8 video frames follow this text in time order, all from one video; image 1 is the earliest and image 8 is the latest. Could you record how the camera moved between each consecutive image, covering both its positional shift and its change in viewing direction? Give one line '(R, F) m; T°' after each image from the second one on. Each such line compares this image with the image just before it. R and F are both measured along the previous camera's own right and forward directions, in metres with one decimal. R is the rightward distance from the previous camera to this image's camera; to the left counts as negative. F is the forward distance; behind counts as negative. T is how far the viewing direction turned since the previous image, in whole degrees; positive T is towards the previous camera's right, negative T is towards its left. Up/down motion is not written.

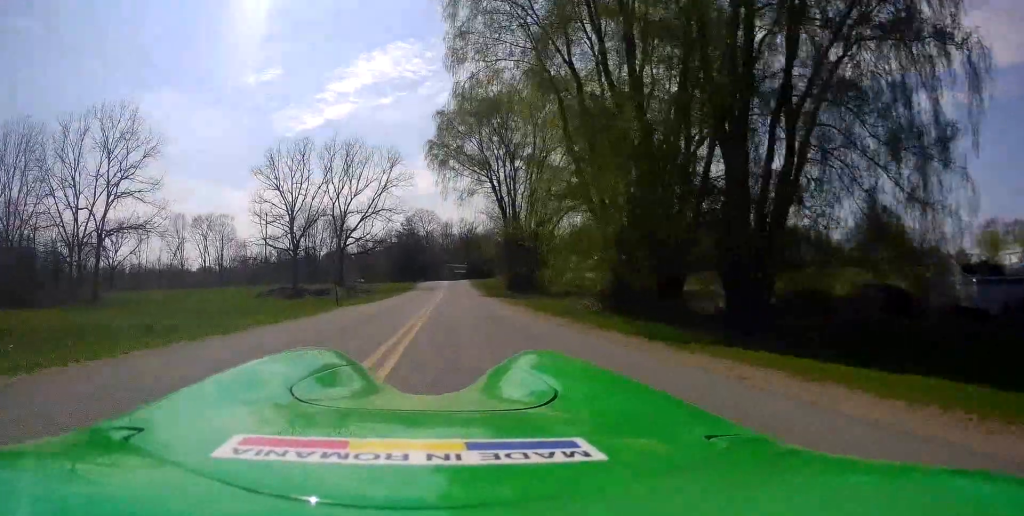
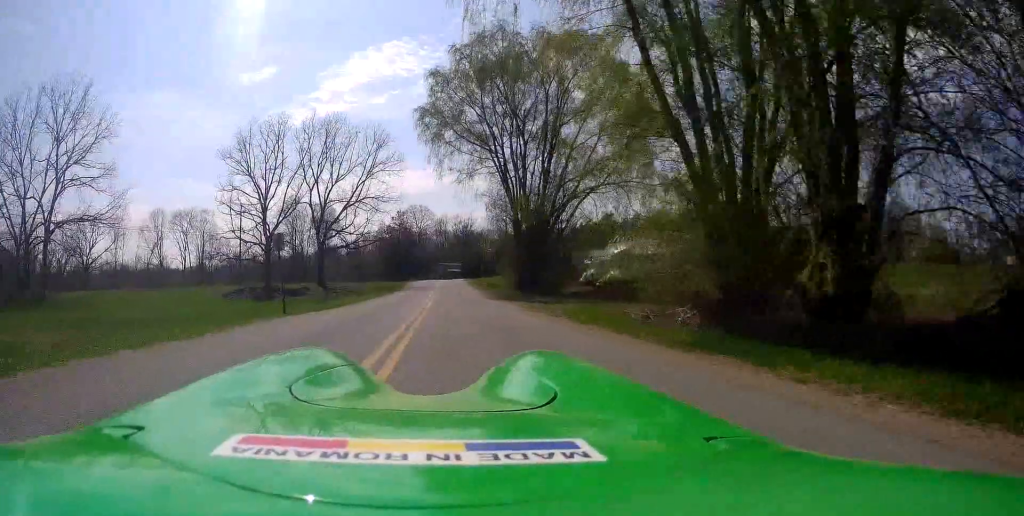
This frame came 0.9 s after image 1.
(+0.3, +9.2) m; 0°
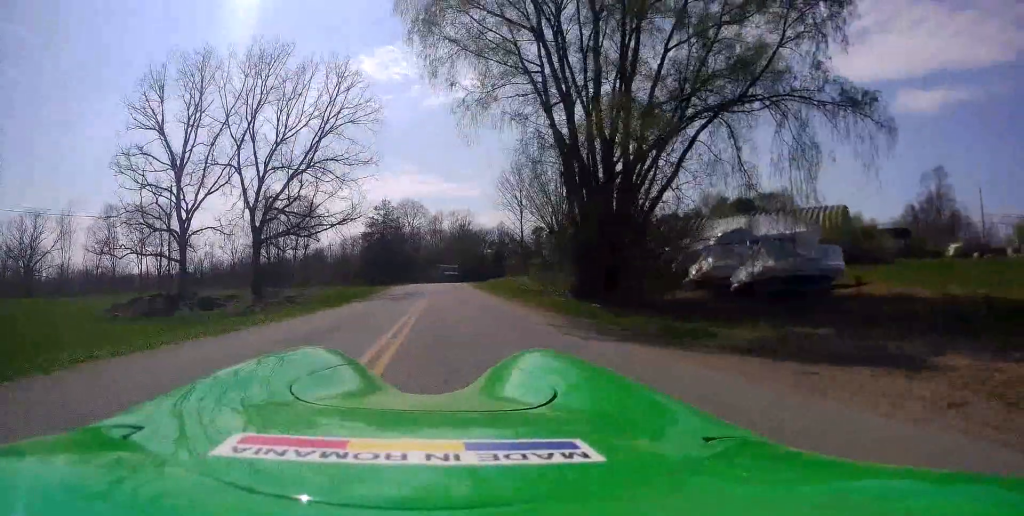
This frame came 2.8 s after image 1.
(-0.6, +20.6) m; +1°
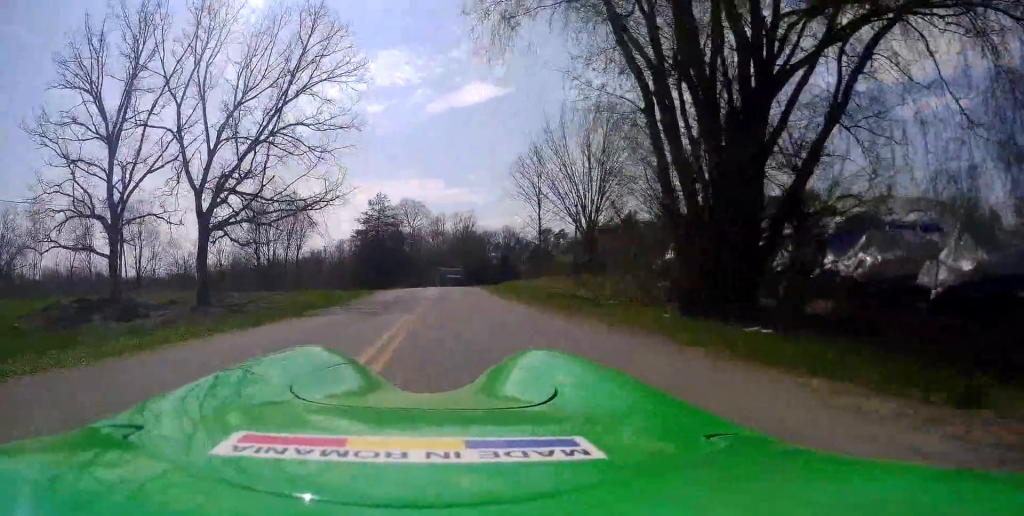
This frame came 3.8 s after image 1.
(+0.6, +10.1) m; +2°
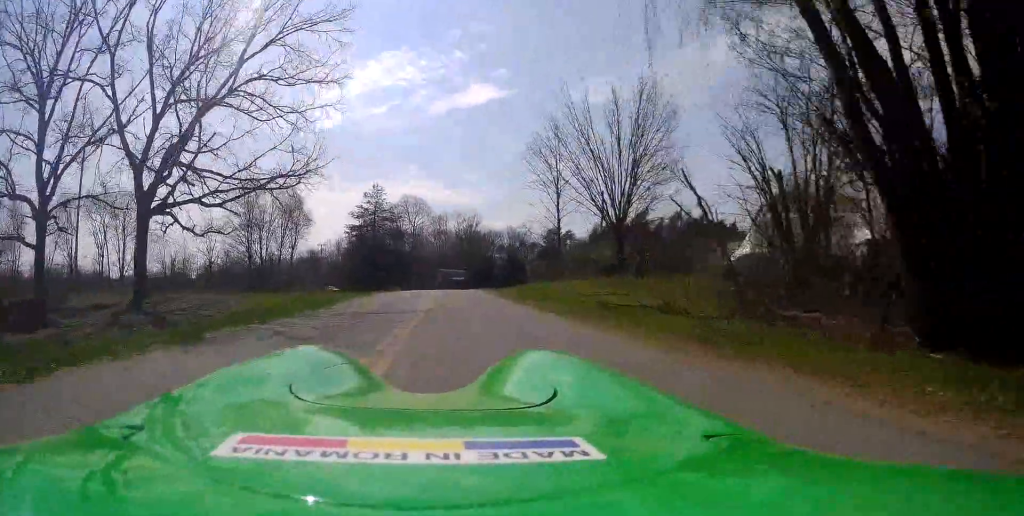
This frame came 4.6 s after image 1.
(0.0, +7.4) m; -1°
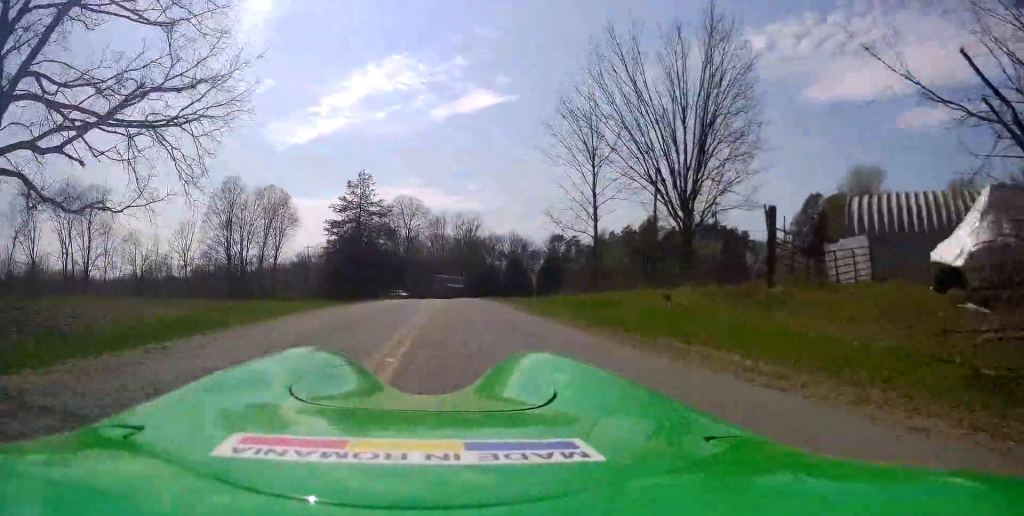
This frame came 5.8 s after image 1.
(-0.5, +11.2) m; 0°
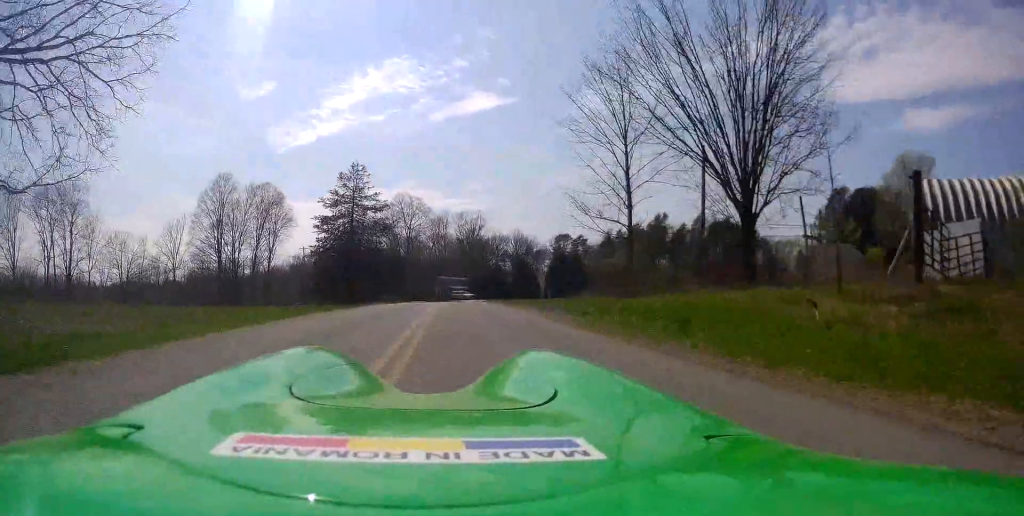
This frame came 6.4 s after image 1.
(+0.2, +5.9) m; +1°
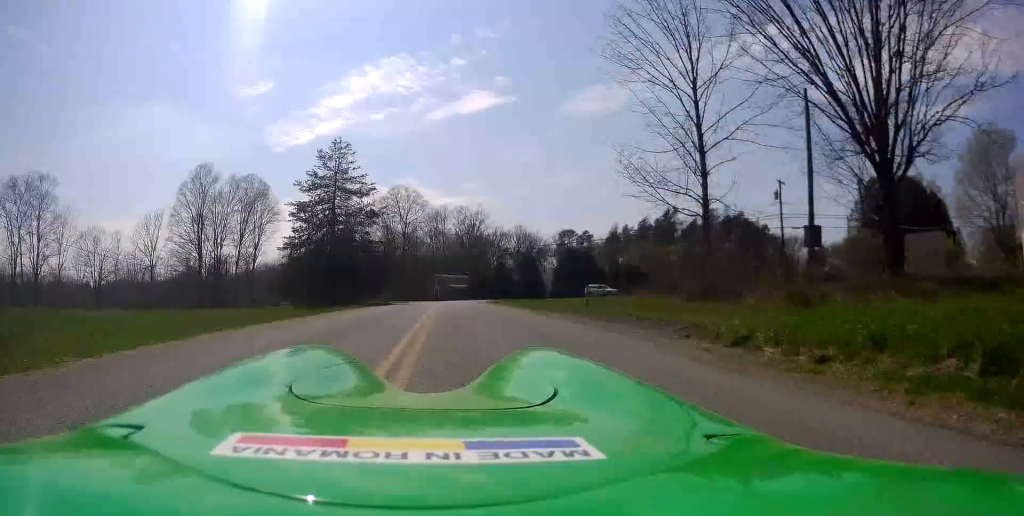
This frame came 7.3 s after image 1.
(0.0, +8.5) m; 0°
